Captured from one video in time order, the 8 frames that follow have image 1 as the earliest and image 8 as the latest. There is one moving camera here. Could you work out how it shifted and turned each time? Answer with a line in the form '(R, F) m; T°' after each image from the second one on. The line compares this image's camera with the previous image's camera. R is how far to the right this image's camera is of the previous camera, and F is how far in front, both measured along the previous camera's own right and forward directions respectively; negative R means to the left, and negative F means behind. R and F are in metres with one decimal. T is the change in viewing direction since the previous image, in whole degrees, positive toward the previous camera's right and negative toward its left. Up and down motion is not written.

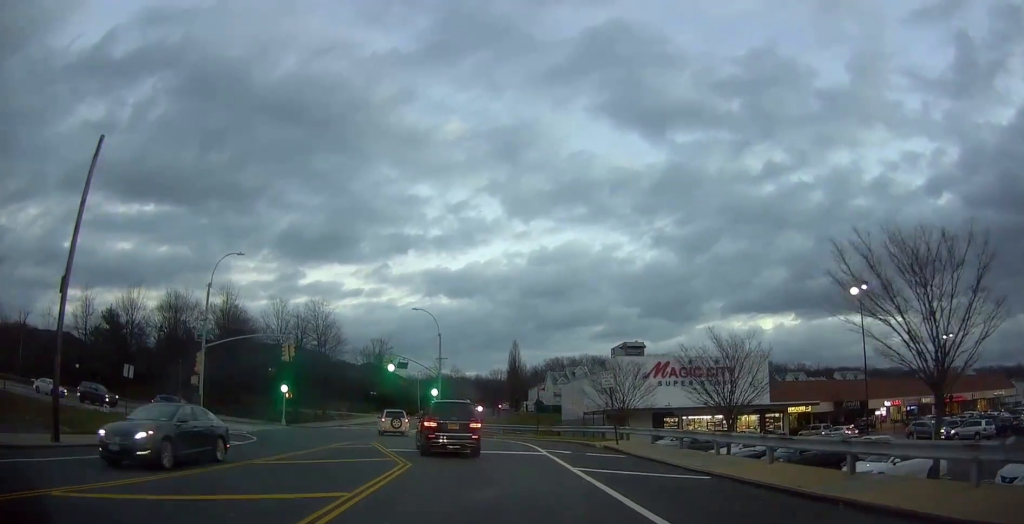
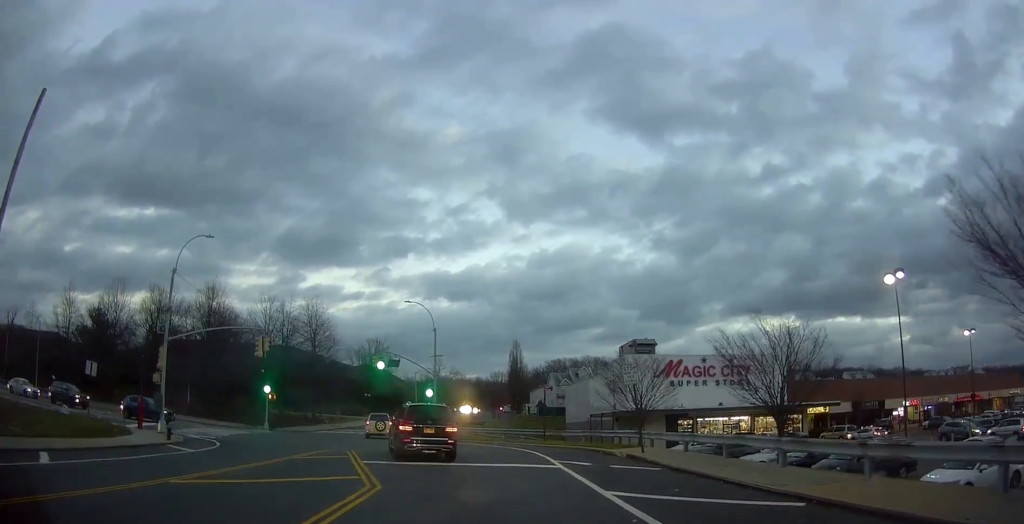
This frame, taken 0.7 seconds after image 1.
(0.0, +4.6) m; -1°
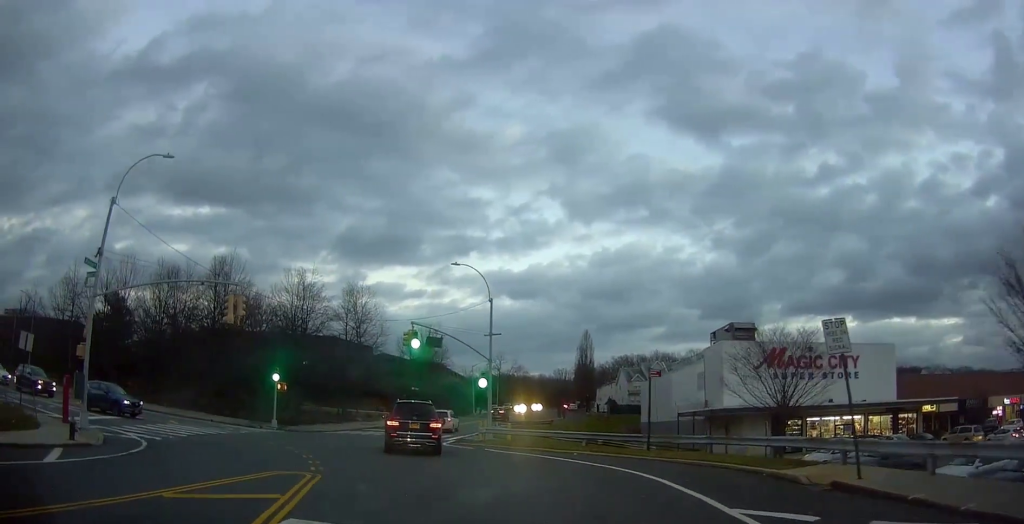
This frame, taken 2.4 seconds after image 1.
(-0.4, +11.3) m; -6°
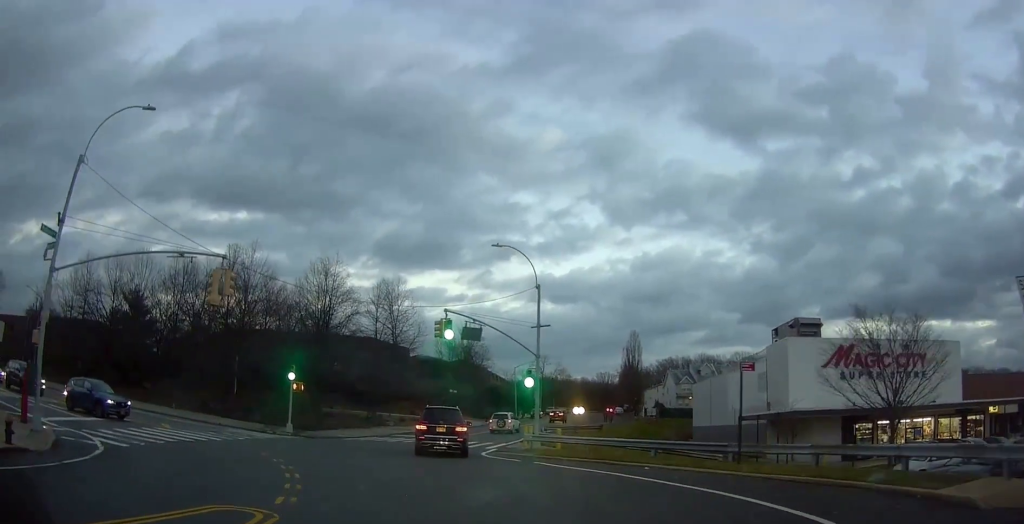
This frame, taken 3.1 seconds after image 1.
(-0.1, +4.9) m; -4°
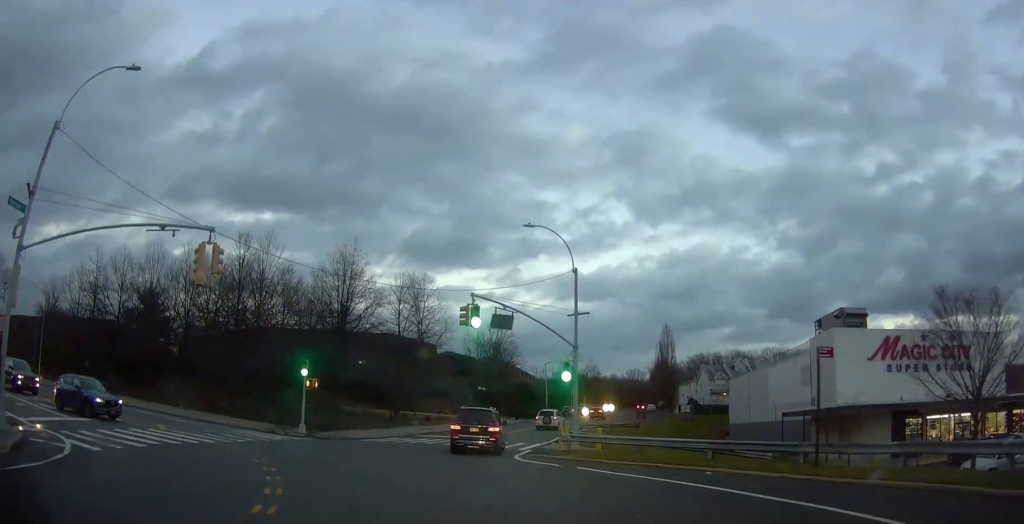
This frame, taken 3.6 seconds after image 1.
(-0.1, +2.9) m; -3°
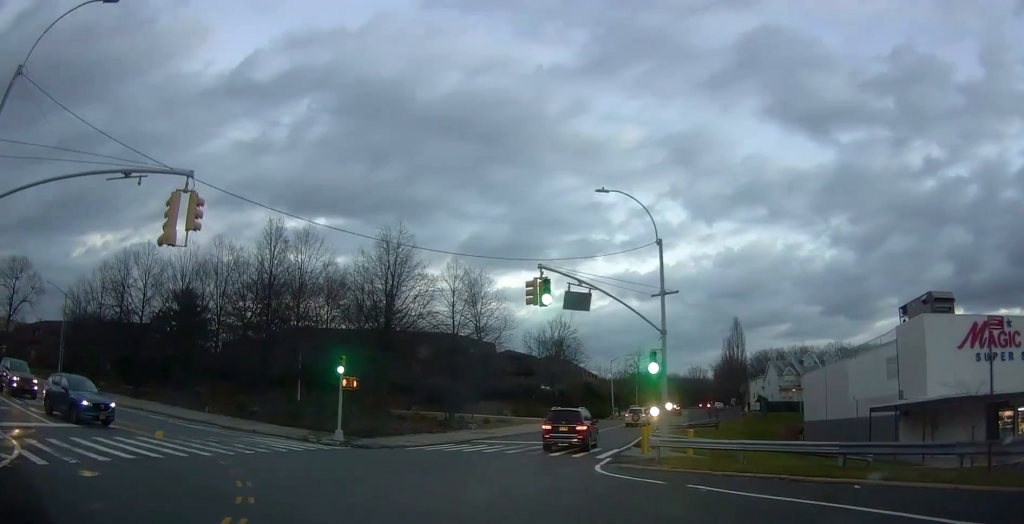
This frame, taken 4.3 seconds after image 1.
(-0.1, +4.6) m; -5°
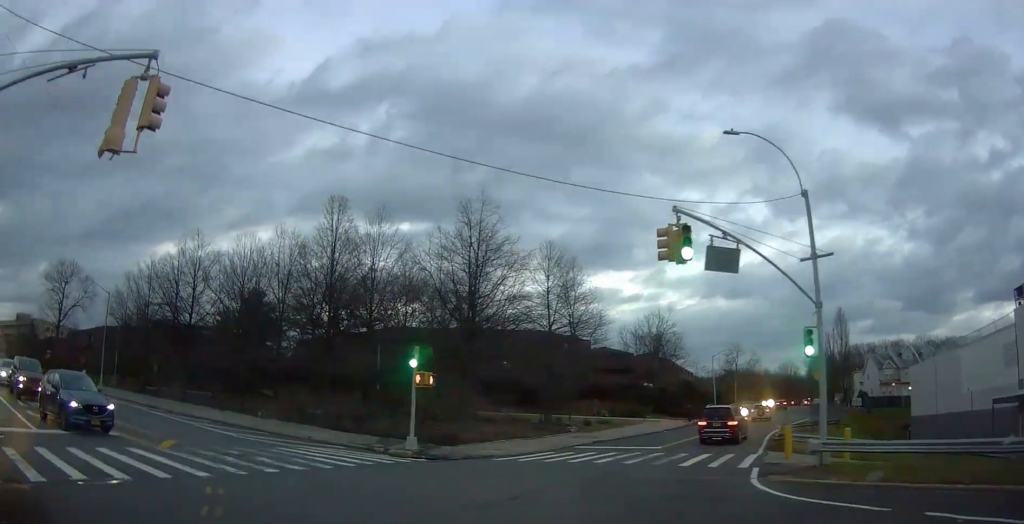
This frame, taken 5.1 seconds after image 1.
(-0.1, +5.1) m; -9°
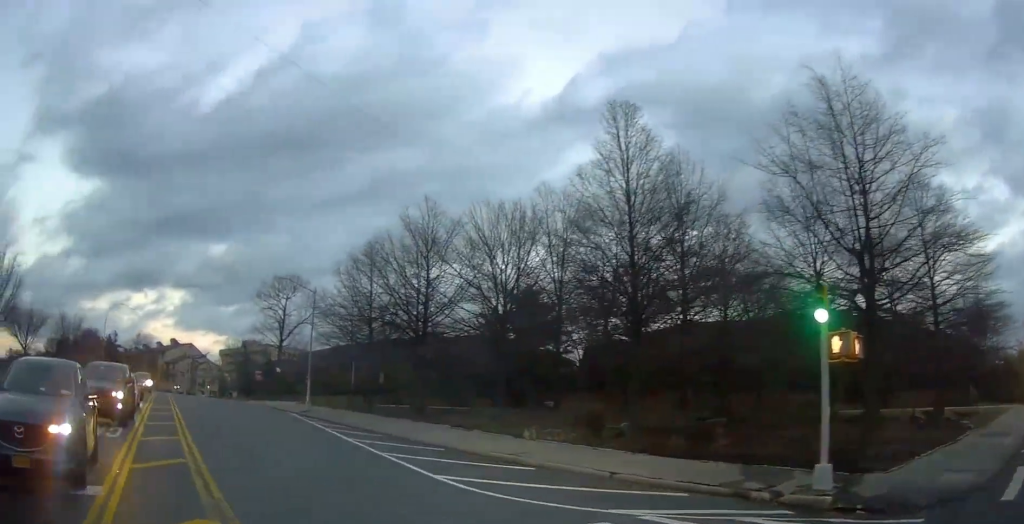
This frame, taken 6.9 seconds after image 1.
(-2.6, +11.1) m; -25°
